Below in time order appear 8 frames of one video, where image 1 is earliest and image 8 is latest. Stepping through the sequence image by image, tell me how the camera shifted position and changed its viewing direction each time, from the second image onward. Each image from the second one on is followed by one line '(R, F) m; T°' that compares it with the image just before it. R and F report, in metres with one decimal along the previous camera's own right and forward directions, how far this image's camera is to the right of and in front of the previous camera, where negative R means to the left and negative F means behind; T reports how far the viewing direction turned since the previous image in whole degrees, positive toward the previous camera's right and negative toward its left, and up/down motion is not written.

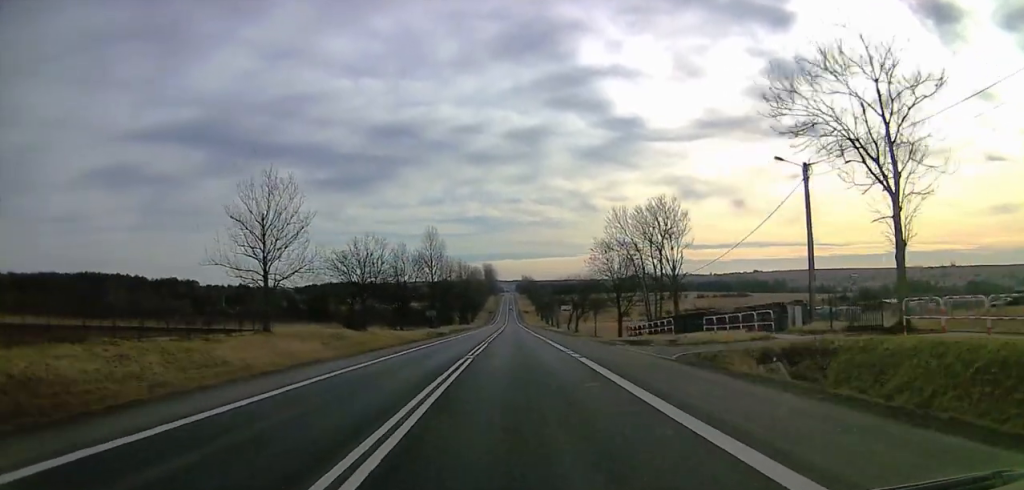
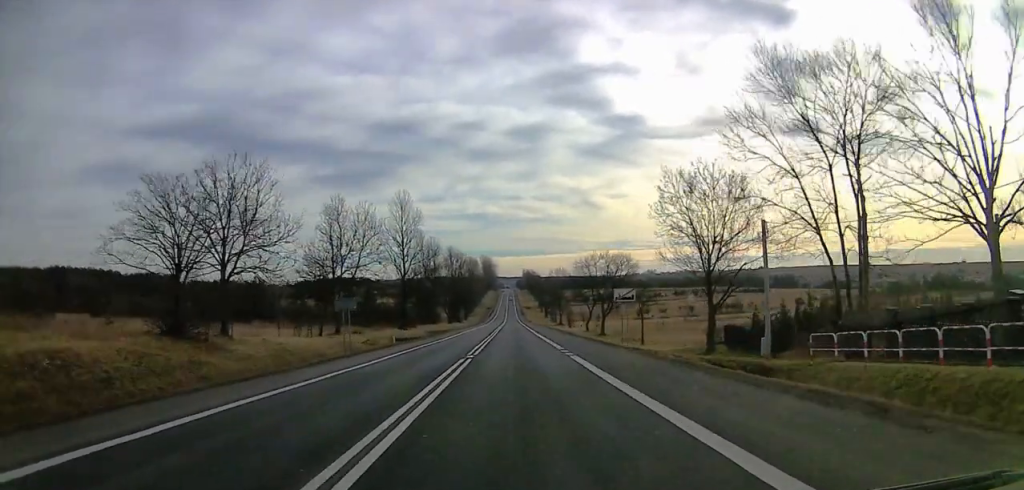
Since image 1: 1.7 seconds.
(+0.1, +38.7) m; +1°
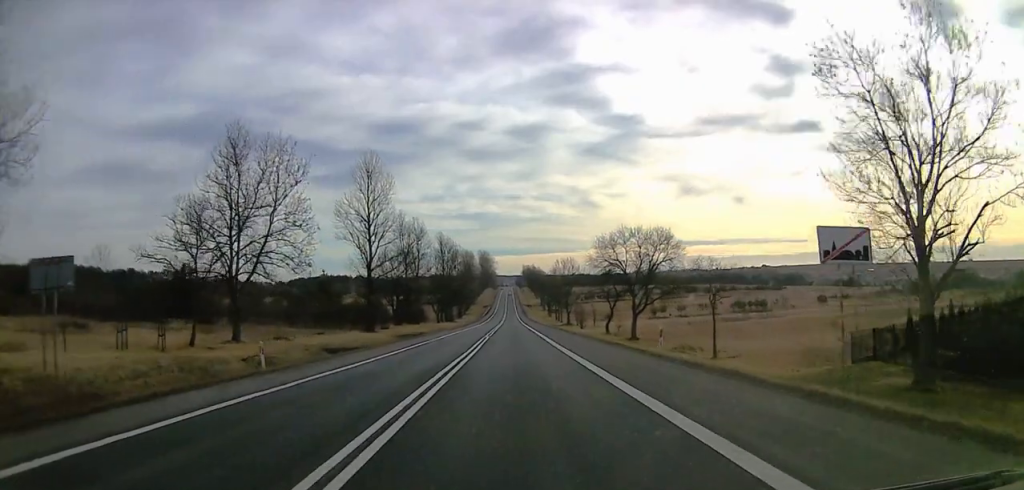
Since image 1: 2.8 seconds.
(-0.4, +24.4) m; -4°
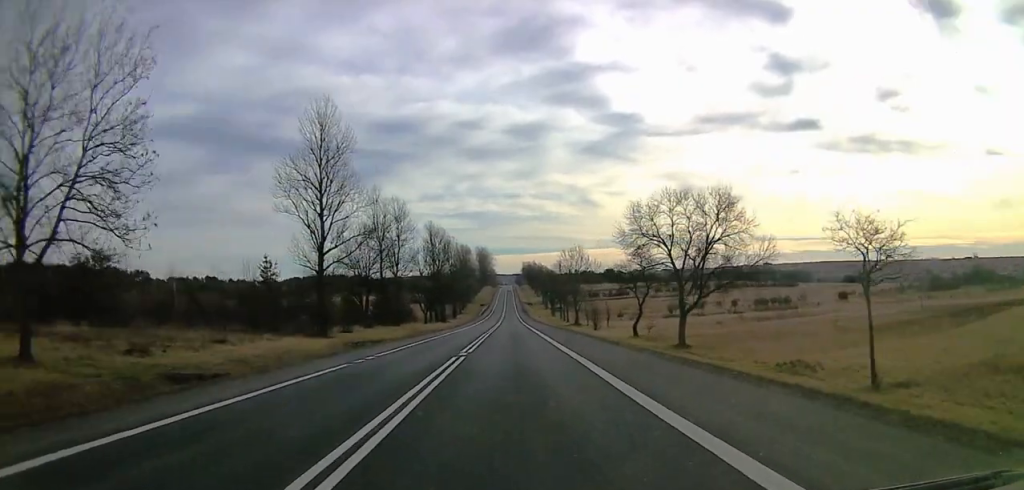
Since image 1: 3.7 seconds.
(-1.4, +20.0) m; 0°
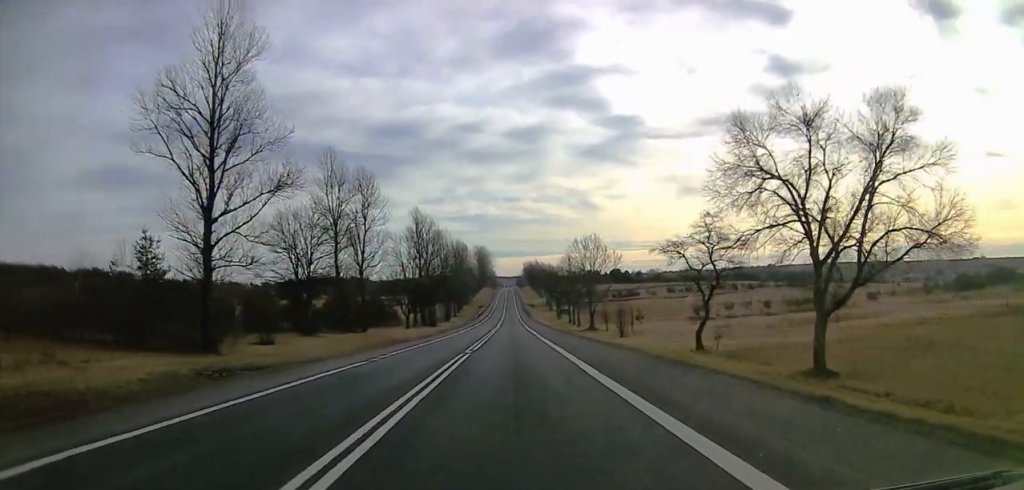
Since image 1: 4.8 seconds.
(+1.7, +23.1) m; +3°
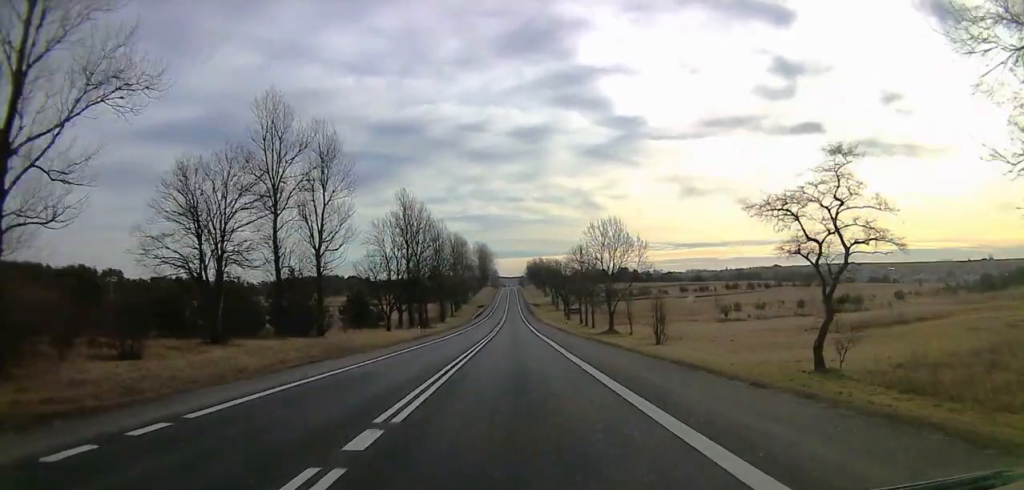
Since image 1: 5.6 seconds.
(-0.3, +18.1) m; 0°
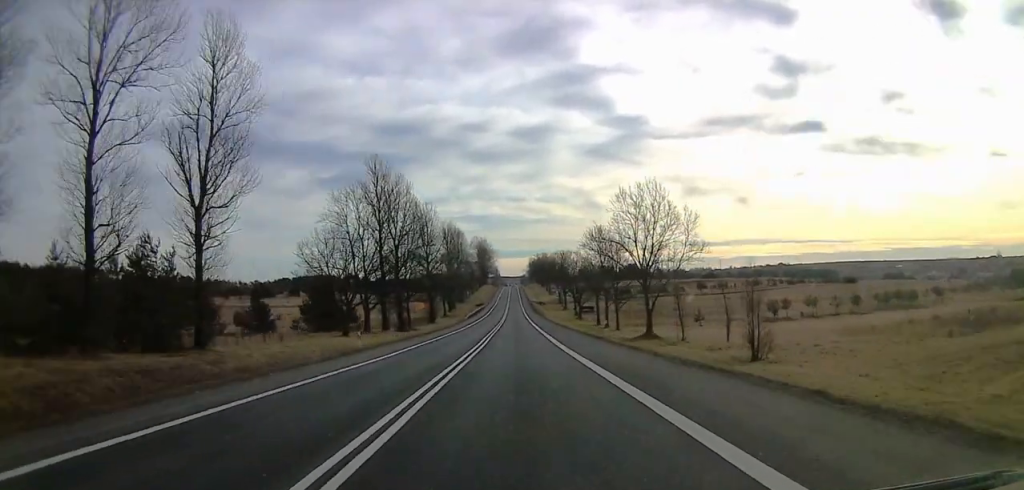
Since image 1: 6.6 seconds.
(+0.3, +23.5) m; 0°
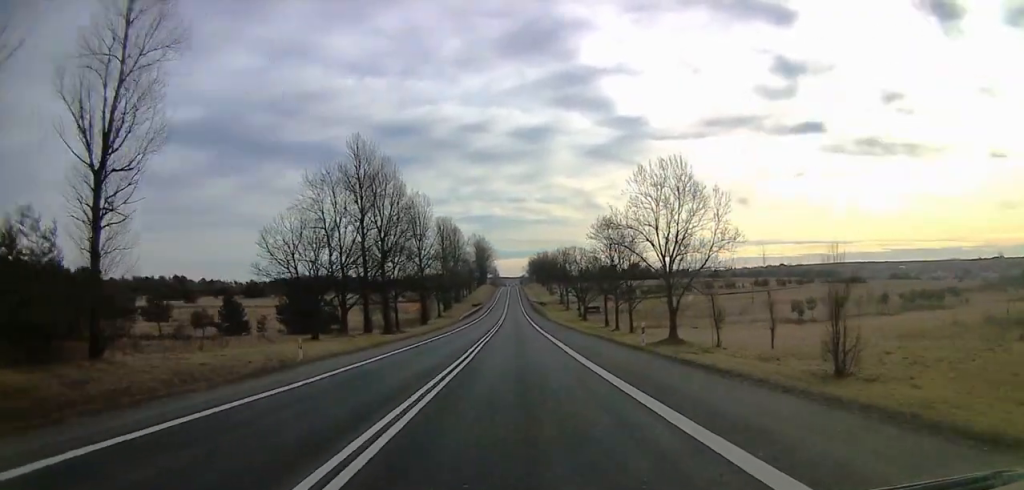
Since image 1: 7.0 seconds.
(-0.1, +10.0) m; 0°
